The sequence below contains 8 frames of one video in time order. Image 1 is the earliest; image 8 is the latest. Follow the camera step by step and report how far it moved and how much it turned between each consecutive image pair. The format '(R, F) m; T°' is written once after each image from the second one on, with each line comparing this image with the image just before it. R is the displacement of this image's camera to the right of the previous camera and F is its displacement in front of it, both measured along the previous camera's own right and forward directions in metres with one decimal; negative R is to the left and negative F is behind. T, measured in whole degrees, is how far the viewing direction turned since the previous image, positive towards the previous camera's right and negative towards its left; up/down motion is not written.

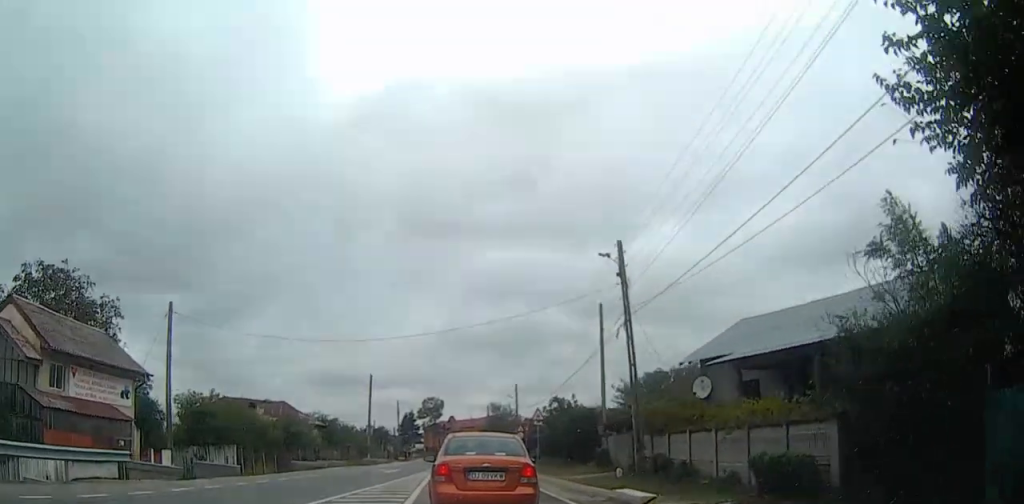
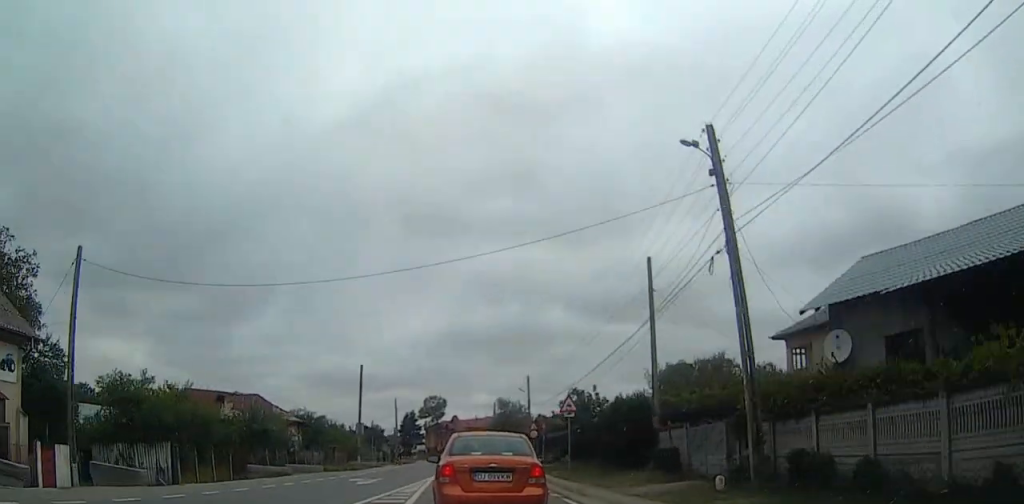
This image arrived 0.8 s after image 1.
(-0.7, +9.4) m; +2°
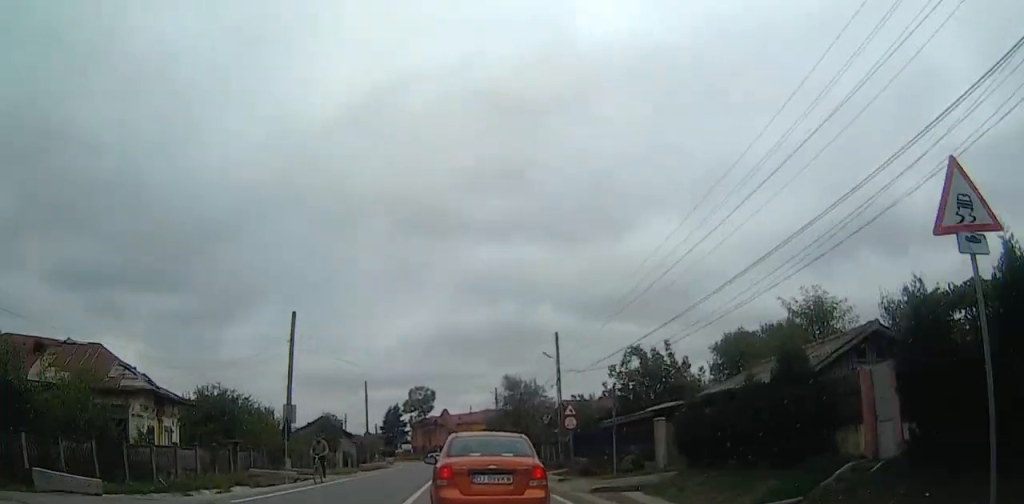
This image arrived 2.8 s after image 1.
(+0.2, +24.2) m; 0°
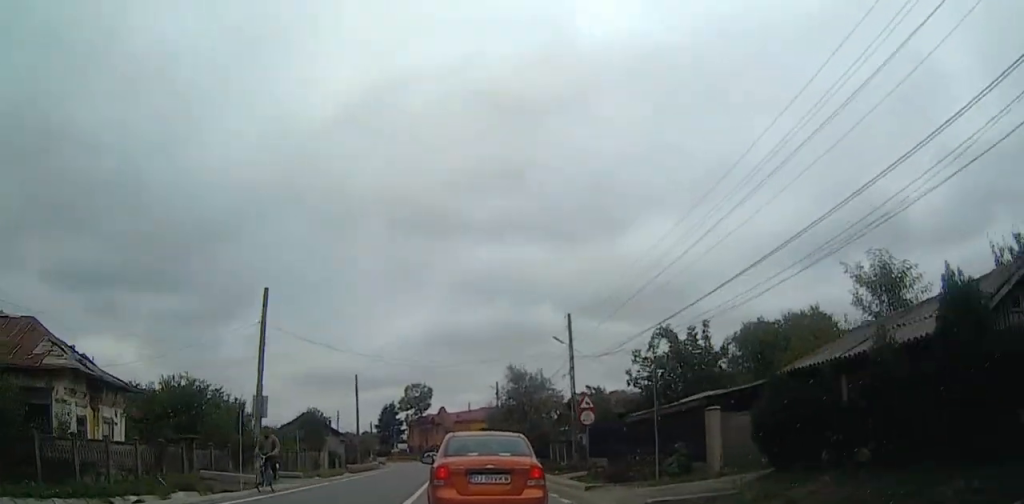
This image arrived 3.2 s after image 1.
(+0.2, +5.6) m; 0°
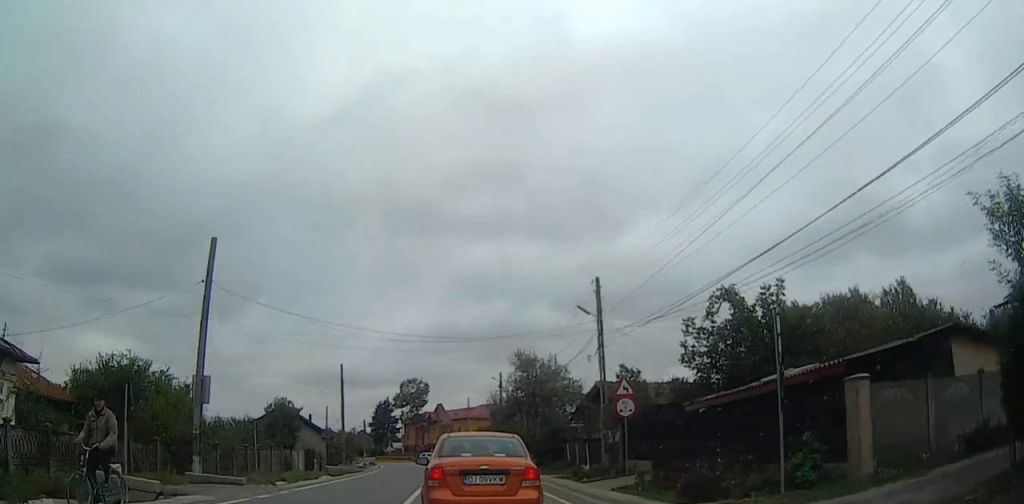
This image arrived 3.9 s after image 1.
(+0.9, +8.1) m; 0°
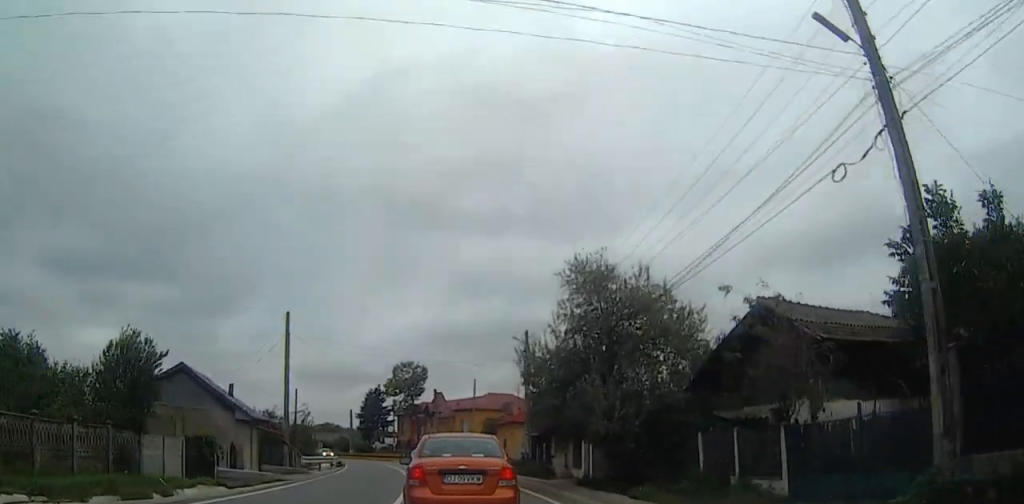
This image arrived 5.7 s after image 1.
(-0.3, +21.6) m; +3°
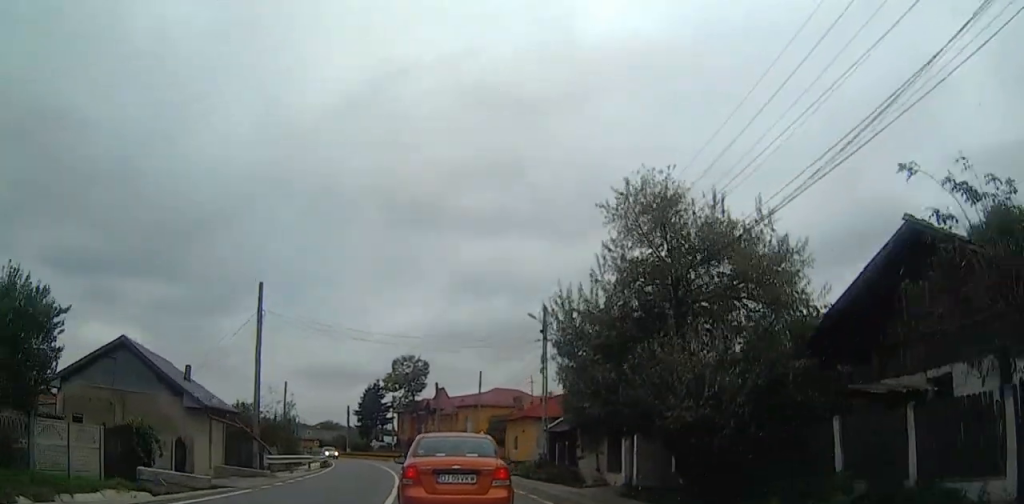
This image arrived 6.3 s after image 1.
(0.0, +6.8) m; 0°
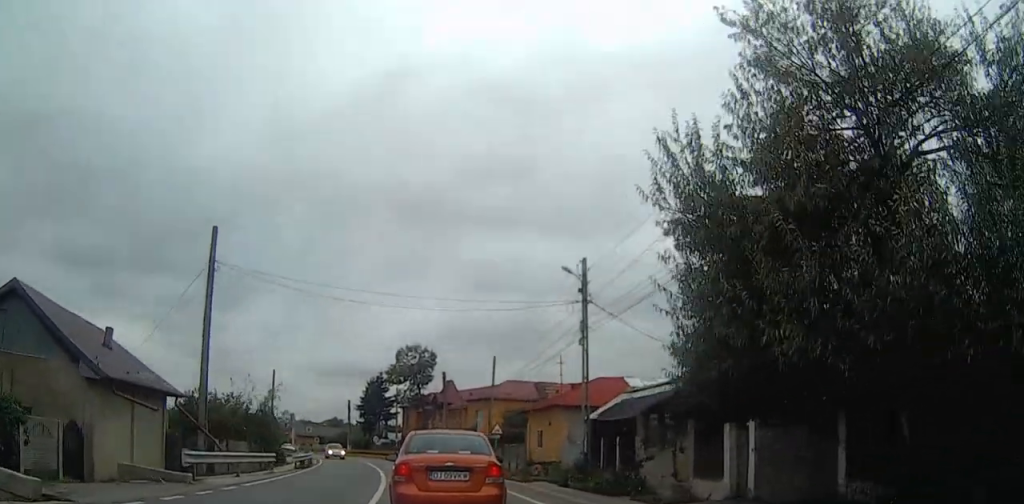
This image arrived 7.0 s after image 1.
(-0.3, +8.7) m; -2°
